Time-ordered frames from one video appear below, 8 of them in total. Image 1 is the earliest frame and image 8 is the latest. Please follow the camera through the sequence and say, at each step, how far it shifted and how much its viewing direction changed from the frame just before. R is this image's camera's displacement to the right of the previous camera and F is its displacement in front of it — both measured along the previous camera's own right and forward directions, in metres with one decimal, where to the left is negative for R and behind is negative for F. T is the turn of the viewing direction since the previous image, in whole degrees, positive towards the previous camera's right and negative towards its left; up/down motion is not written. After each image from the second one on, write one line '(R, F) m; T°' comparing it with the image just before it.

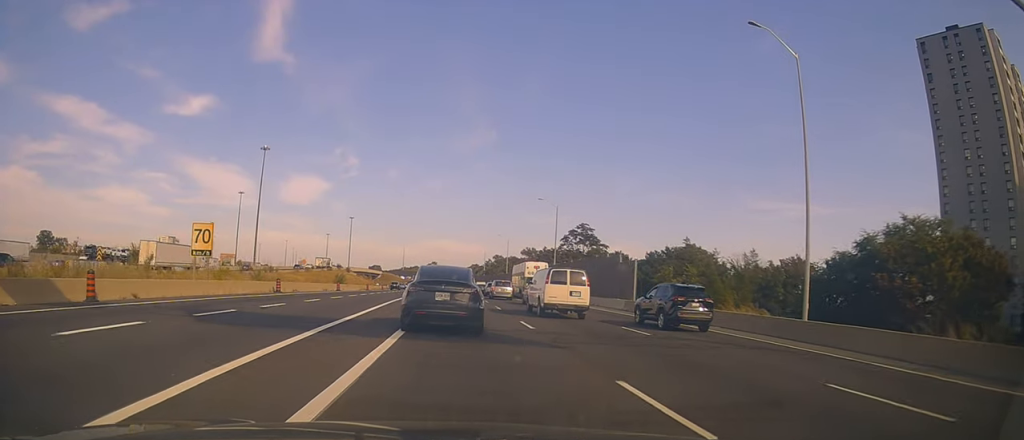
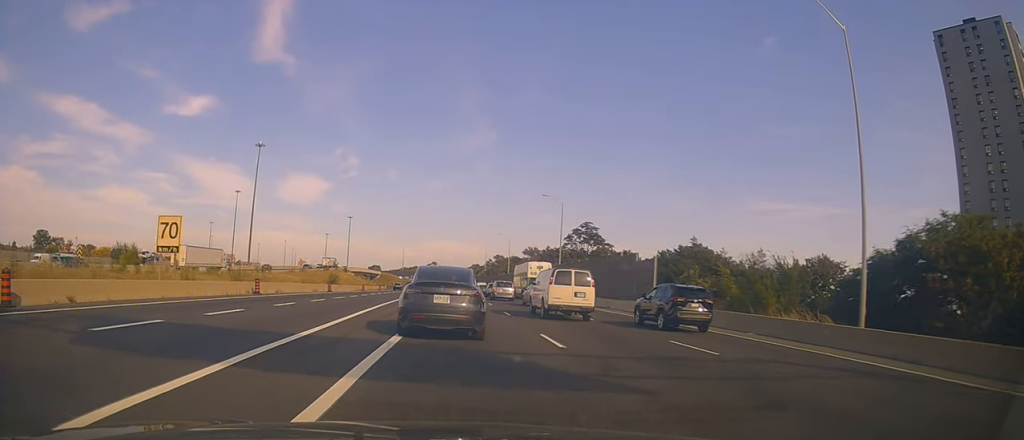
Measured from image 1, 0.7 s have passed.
(0.0, +5.4) m; 0°
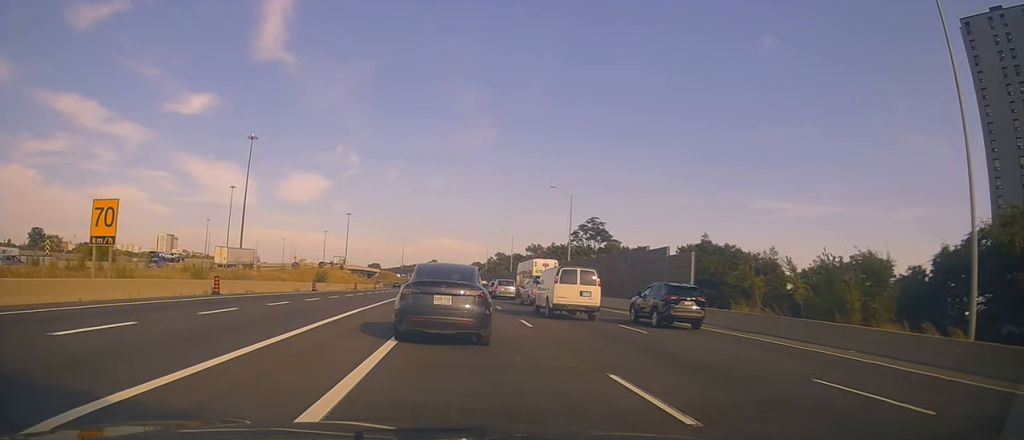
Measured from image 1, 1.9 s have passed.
(+0.1, +8.1) m; +5°
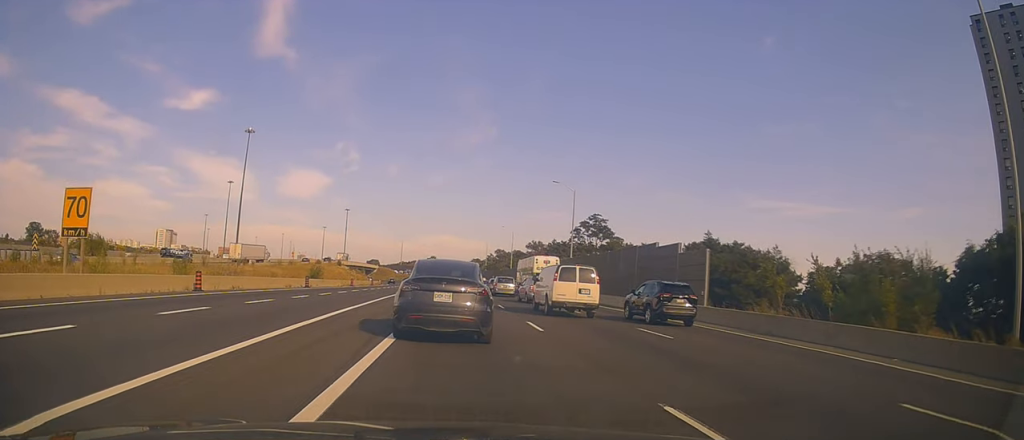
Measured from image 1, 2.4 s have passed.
(+0.3, +2.7) m; +1°
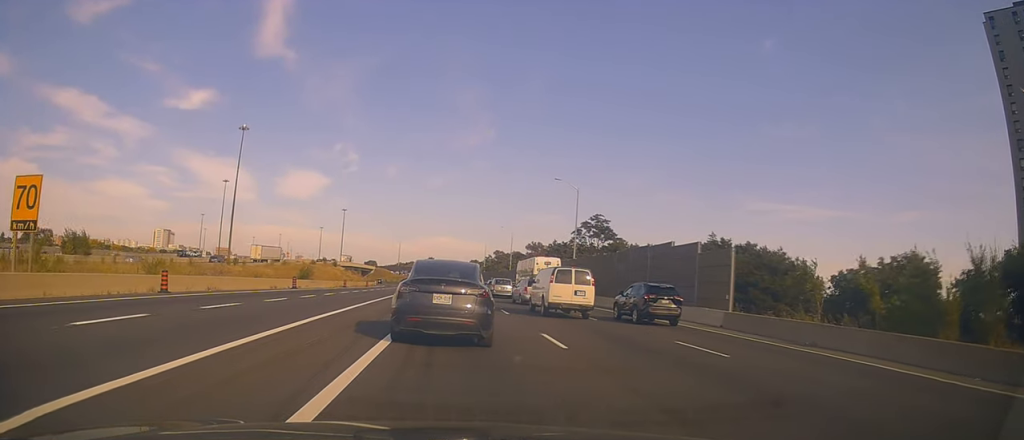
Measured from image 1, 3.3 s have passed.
(0.0, +4.3) m; -2°
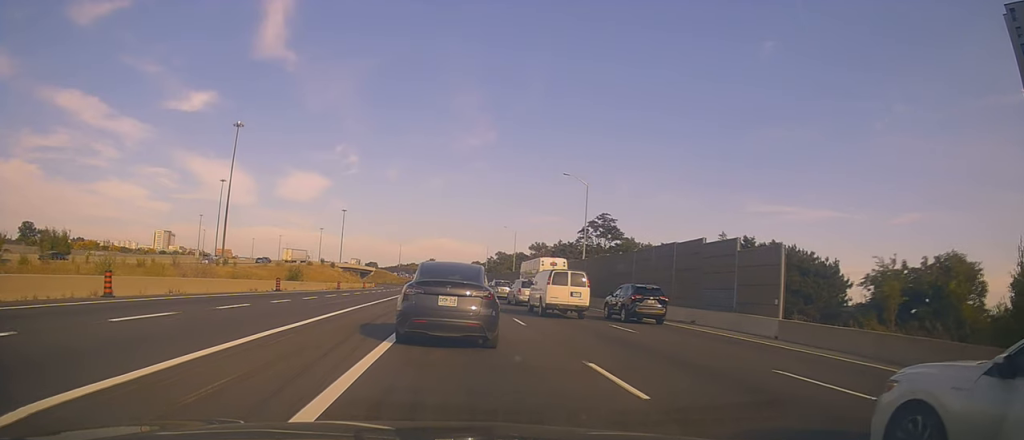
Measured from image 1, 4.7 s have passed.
(-0.4, +5.8) m; -4°
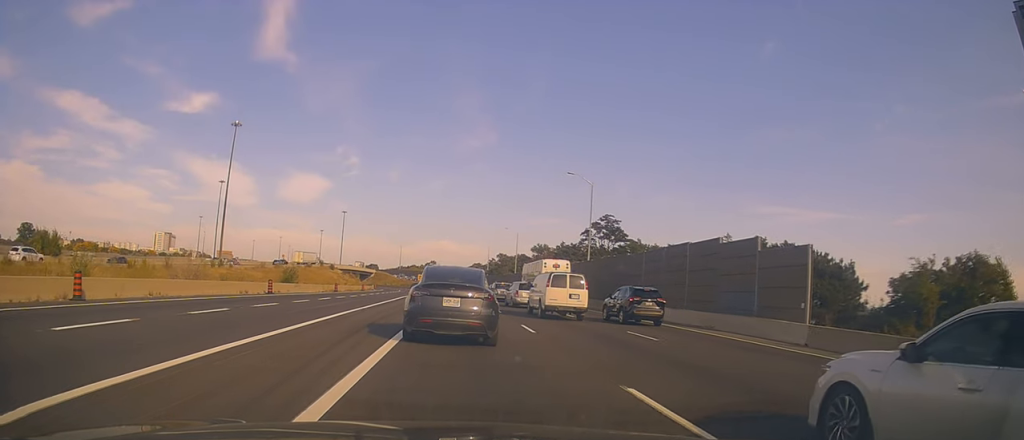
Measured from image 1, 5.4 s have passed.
(0.0, +2.3) m; 0°
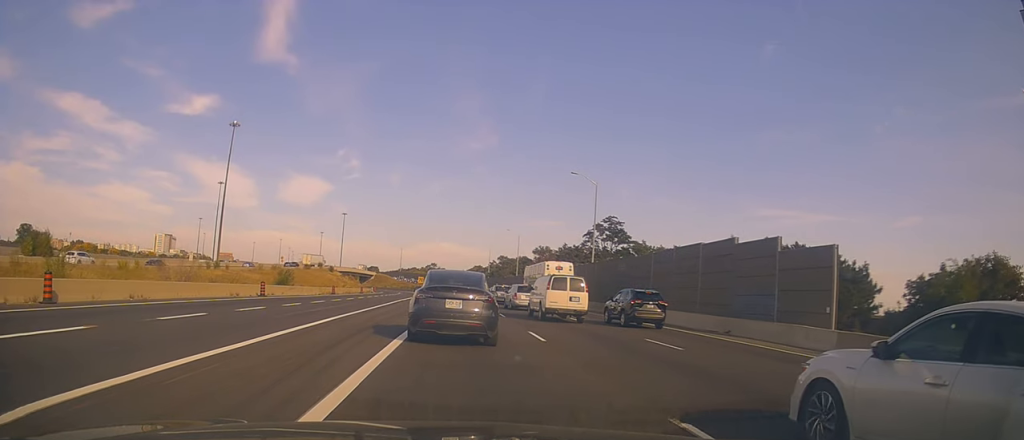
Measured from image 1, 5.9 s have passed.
(0.0, +1.7) m; 0°
